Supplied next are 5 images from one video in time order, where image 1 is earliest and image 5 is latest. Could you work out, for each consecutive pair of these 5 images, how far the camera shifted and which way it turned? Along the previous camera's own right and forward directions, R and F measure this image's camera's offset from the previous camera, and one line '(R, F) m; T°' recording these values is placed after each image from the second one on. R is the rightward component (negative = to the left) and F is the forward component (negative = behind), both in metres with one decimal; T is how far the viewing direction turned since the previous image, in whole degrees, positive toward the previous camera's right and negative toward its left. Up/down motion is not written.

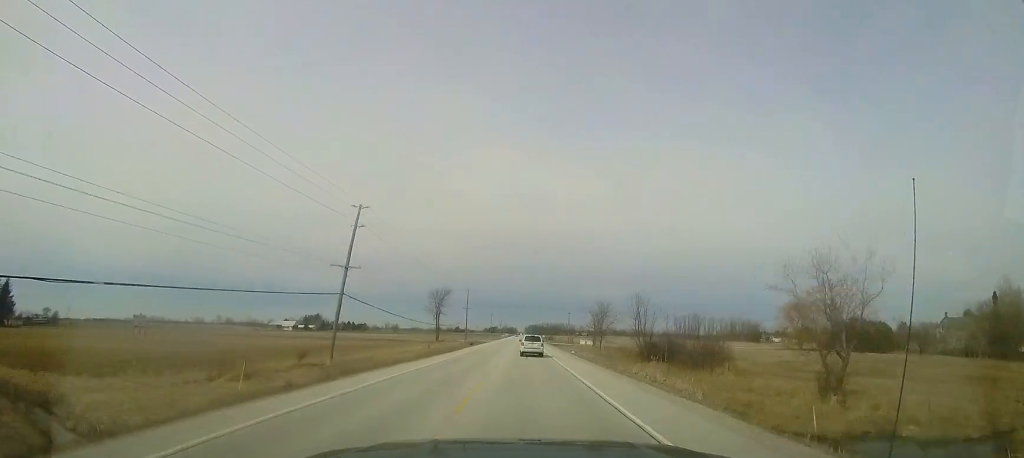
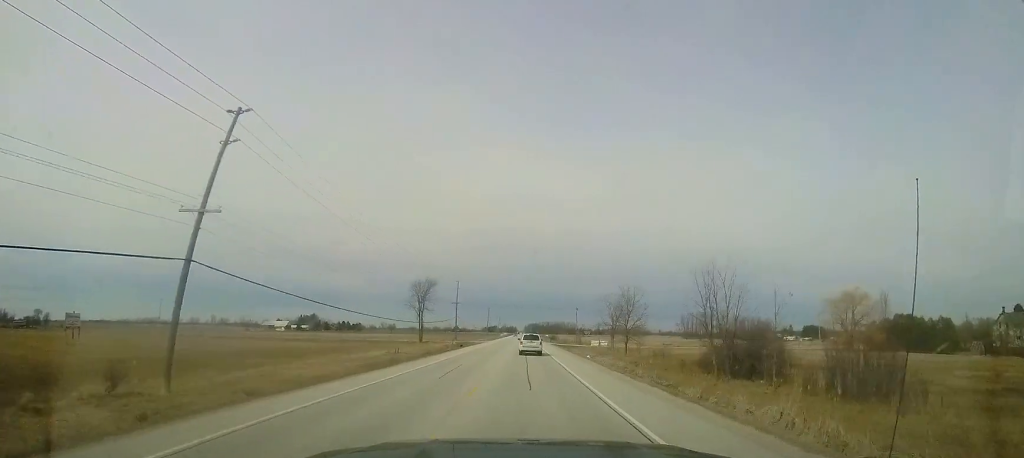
(-0.2, +15.5) m; +1°
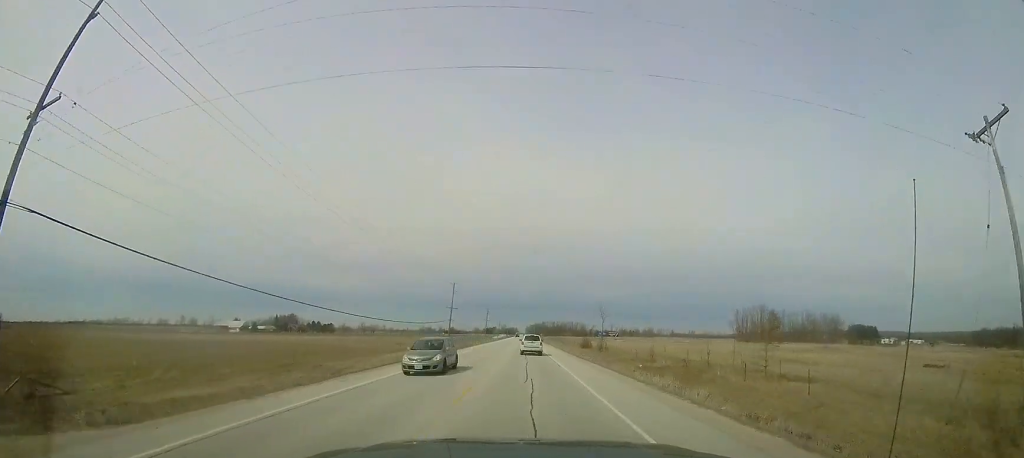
(+1.0, +81.5) m; 0°
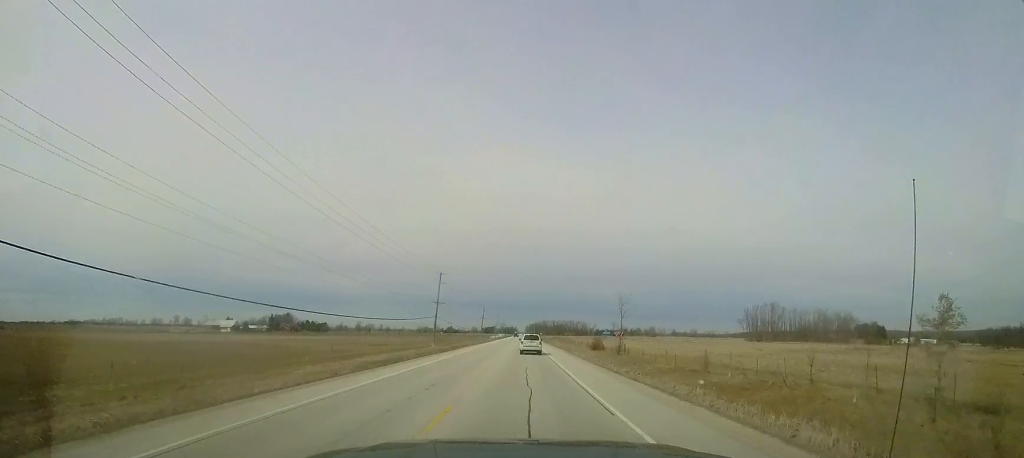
(0.0, +12.1) m; 0°
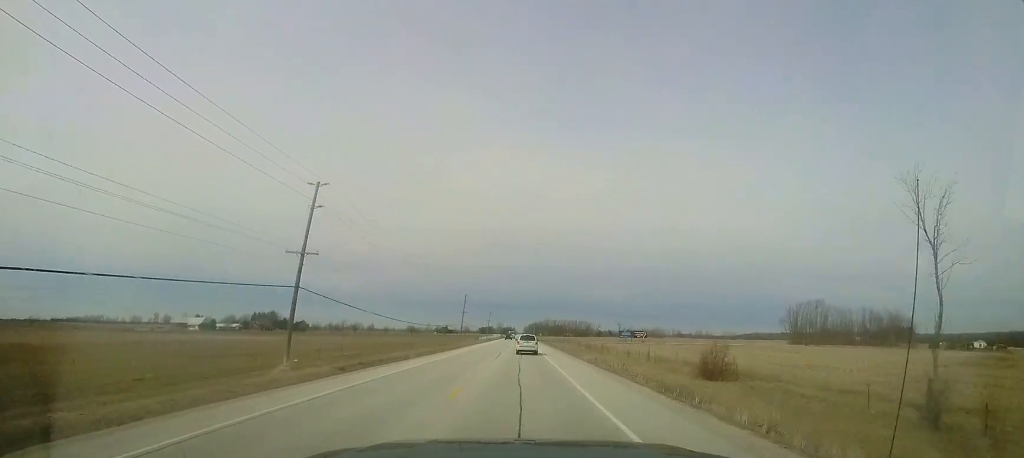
(+0.1, +41.1) m; 0°
